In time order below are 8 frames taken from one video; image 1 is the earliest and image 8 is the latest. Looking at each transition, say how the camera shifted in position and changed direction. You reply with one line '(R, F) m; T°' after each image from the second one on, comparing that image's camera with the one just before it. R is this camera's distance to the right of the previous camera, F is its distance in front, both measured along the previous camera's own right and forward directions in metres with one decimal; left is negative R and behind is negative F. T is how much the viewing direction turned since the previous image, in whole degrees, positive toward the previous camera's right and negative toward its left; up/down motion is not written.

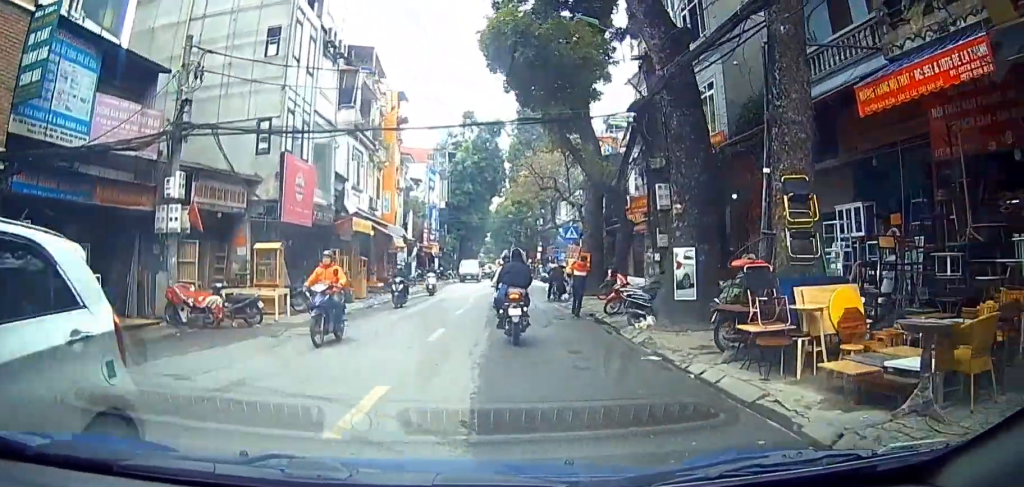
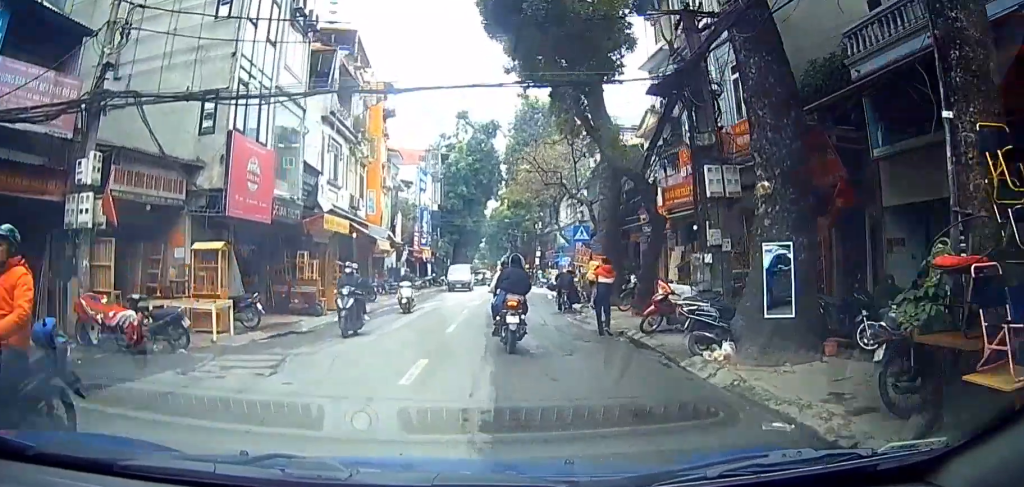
(+1.0, +3.9) m; -3°
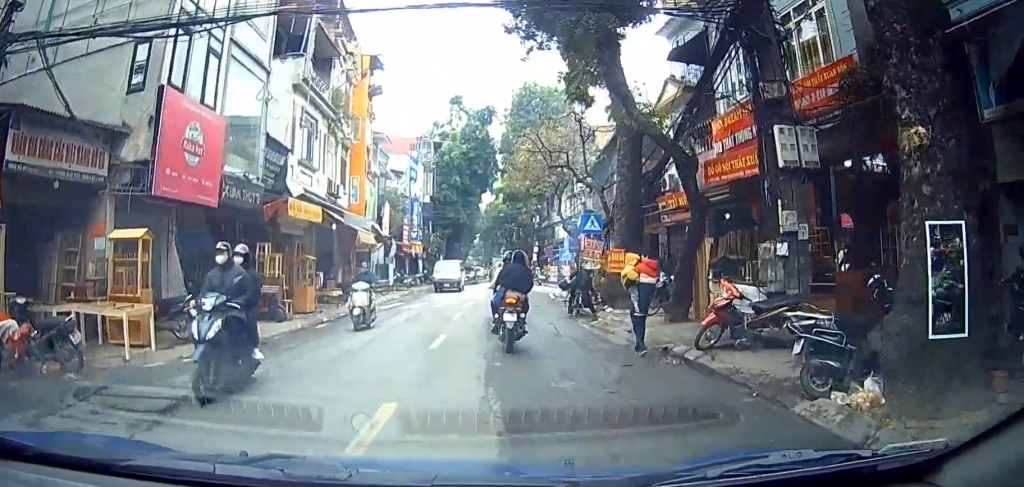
(-0.2, +2.8) m; -4°
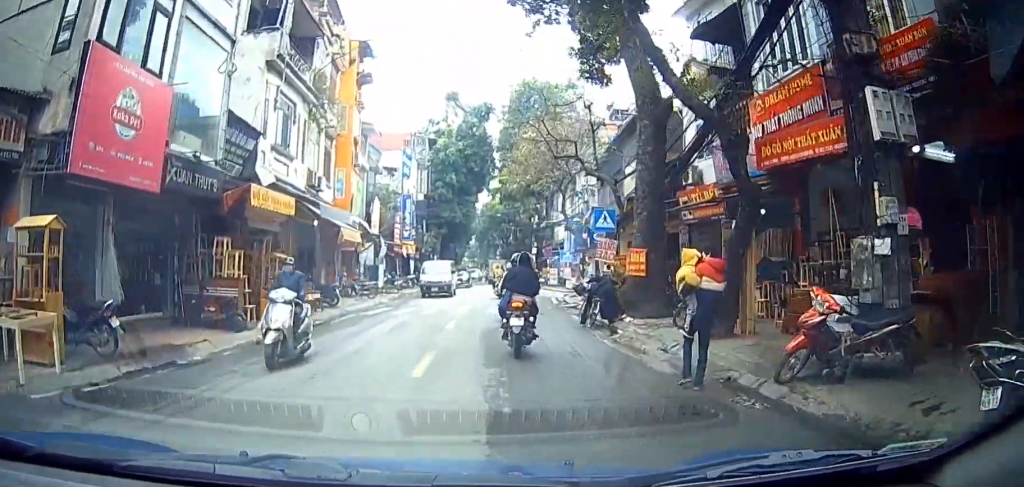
(-0.7, +1.7) m; -4°
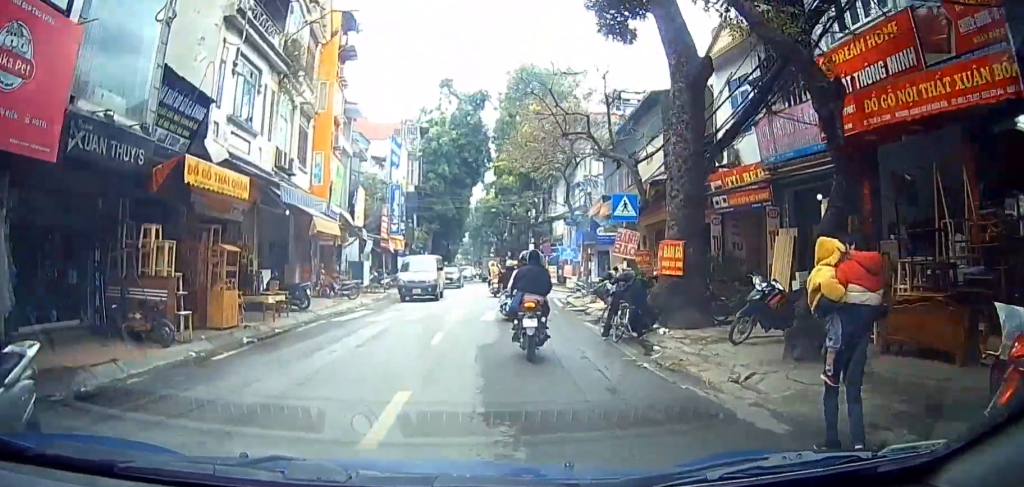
(+0.1, +2.2) m; 0°
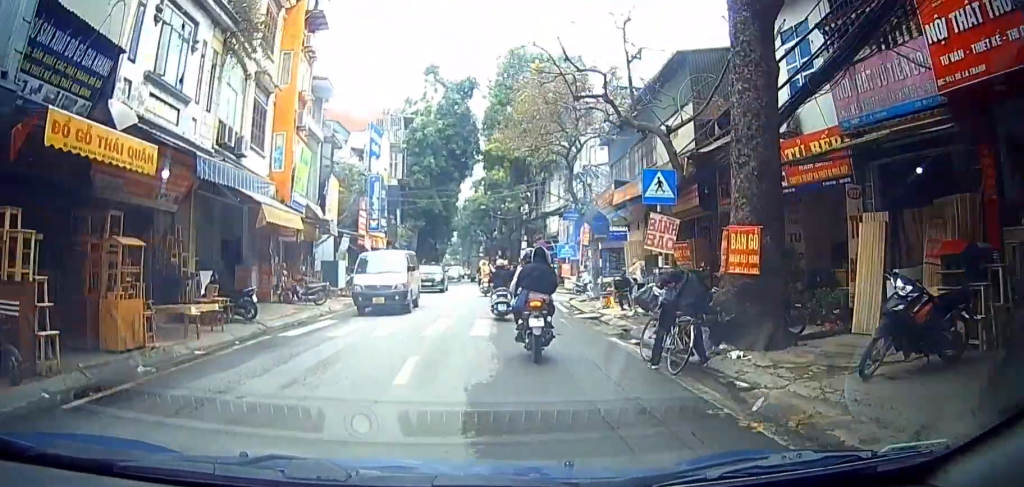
(+0.7, +2.7) m; +3°
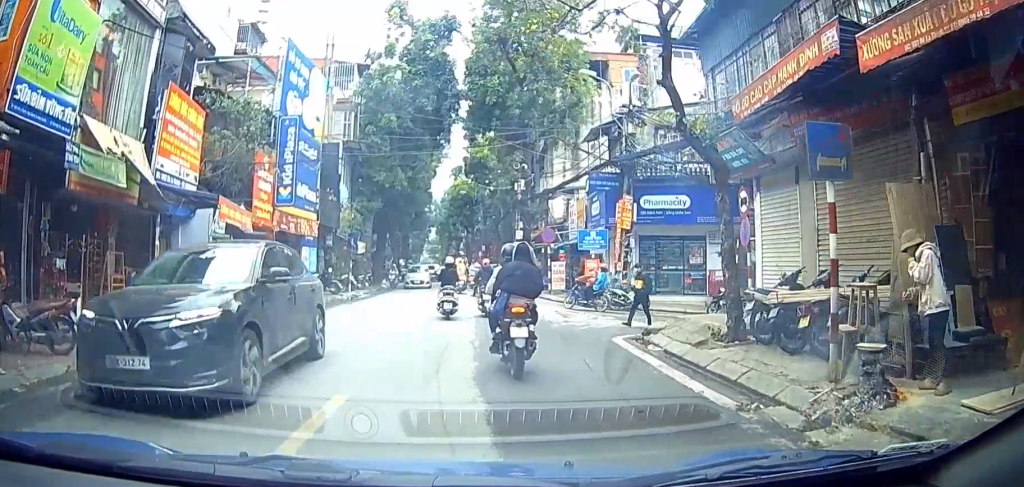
(+1.3, +9.1) m; +22°
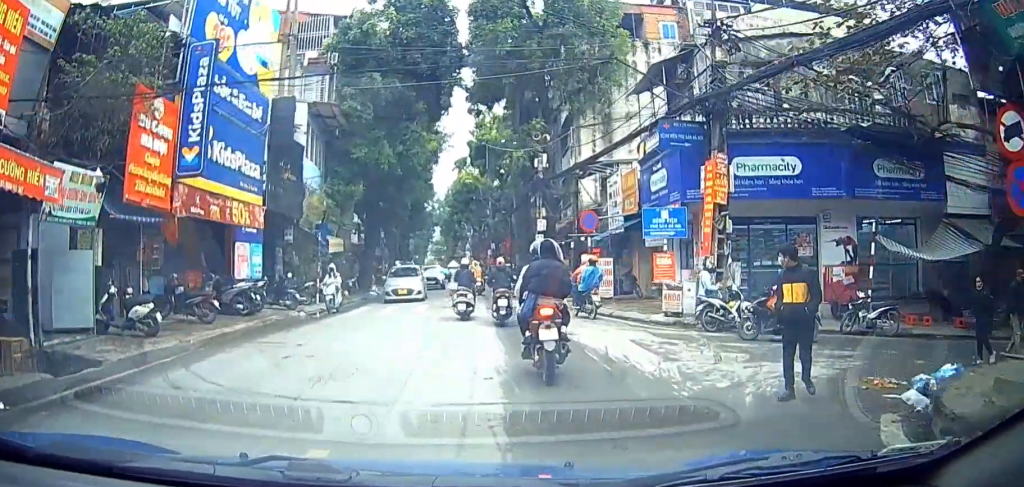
(-0.5, +8.2) m; -8°
